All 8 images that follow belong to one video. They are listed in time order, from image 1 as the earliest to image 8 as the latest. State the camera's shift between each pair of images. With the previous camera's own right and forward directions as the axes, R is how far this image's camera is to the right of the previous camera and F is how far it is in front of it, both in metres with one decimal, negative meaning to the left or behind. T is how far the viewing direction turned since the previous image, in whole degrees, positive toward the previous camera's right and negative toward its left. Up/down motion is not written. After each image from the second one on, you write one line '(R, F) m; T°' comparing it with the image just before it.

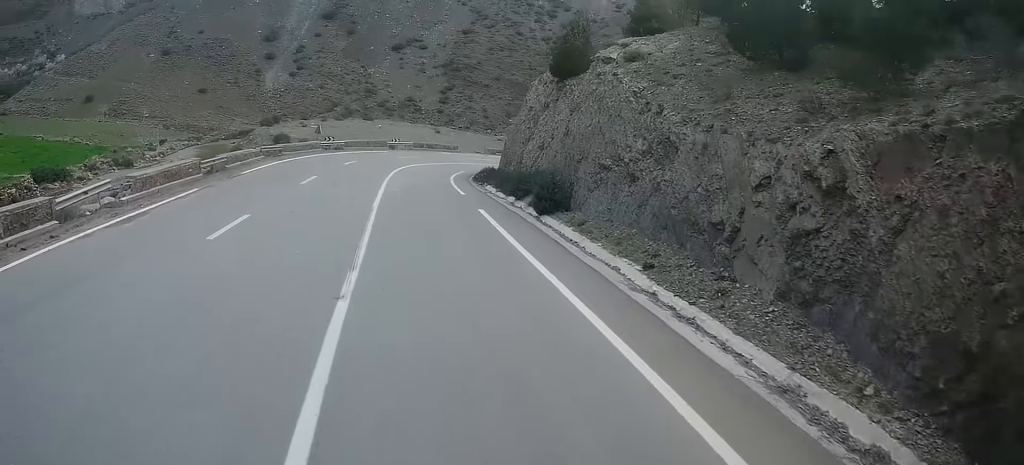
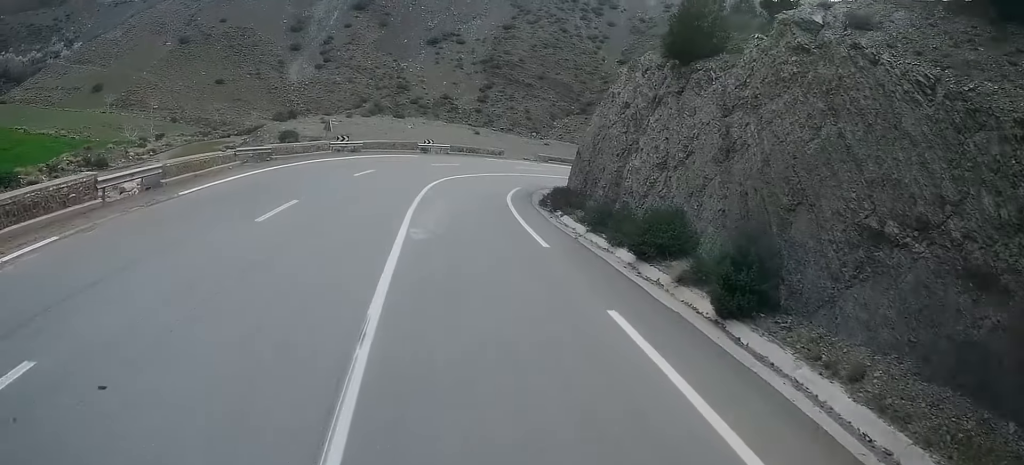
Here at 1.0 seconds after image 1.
(-0.7, +10.7) m; -7°
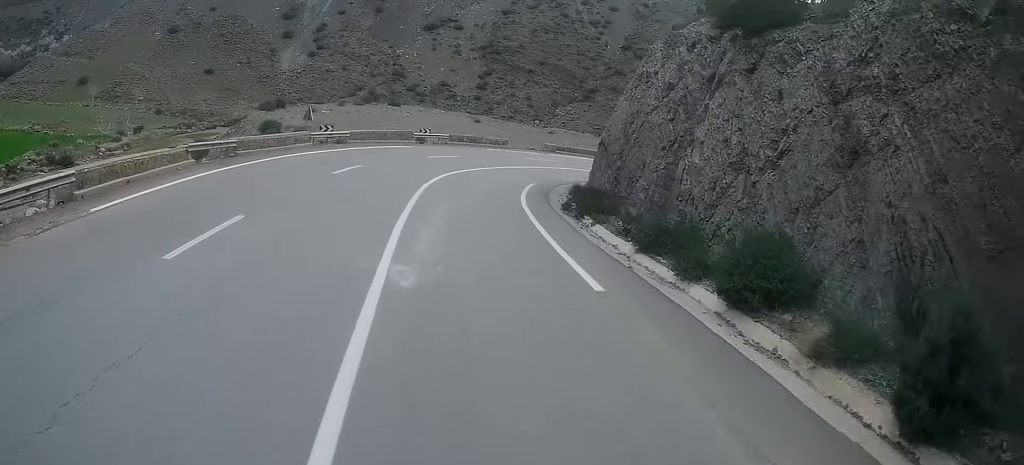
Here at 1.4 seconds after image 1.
(-0.4, +4.6) m; -1°
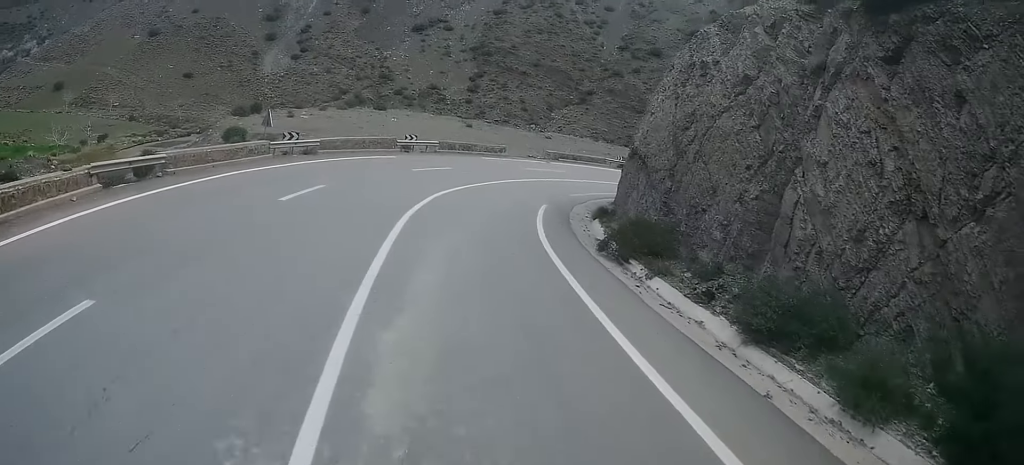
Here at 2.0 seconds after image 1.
(-0.1, +5.9) m; +1°
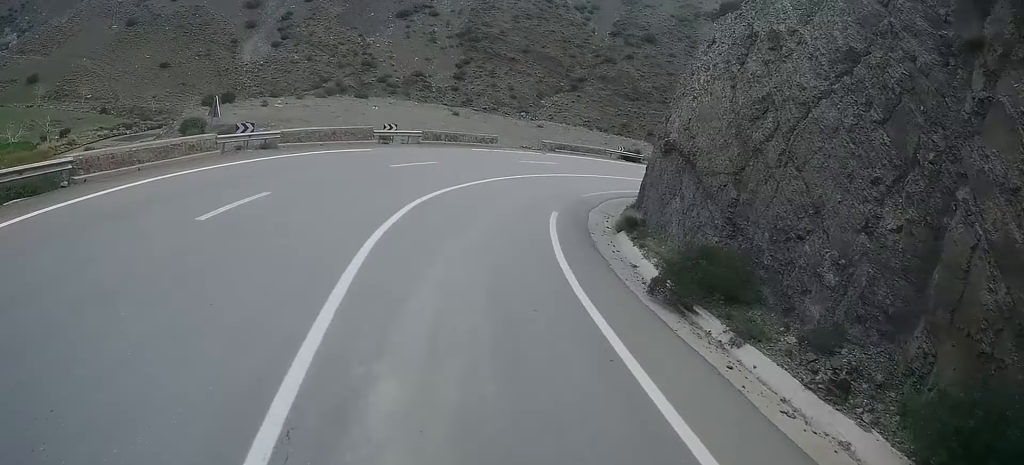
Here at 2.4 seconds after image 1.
(0.0, +4.6) m; +4°
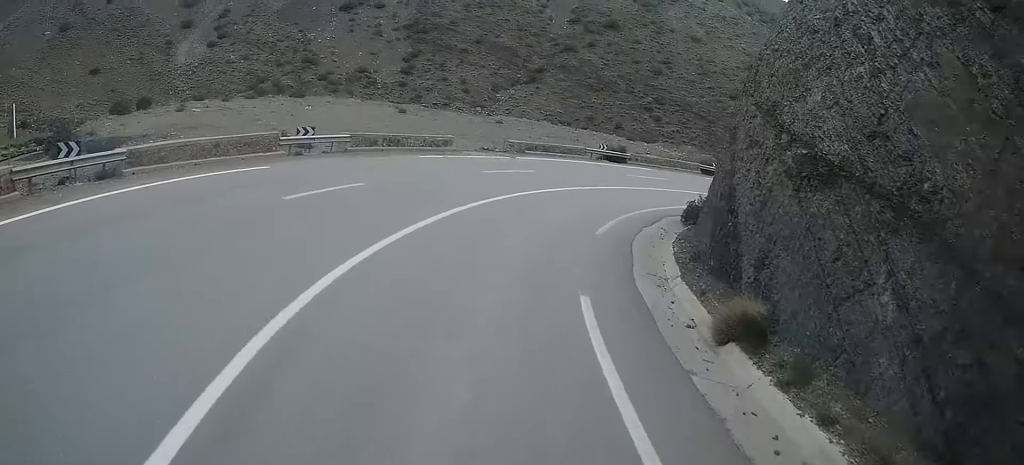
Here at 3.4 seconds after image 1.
(+0.8, +9.2) m; +9°
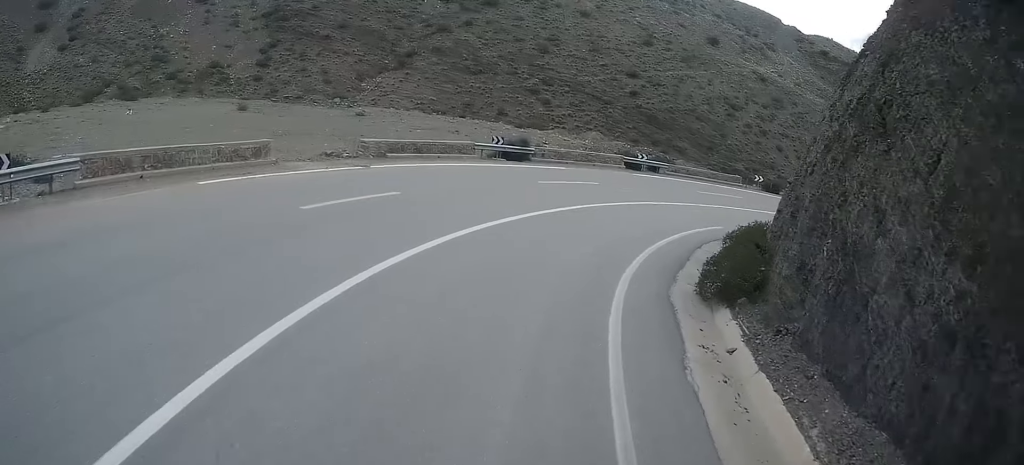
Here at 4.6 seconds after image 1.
(+1.1, +11.7) m; +14°
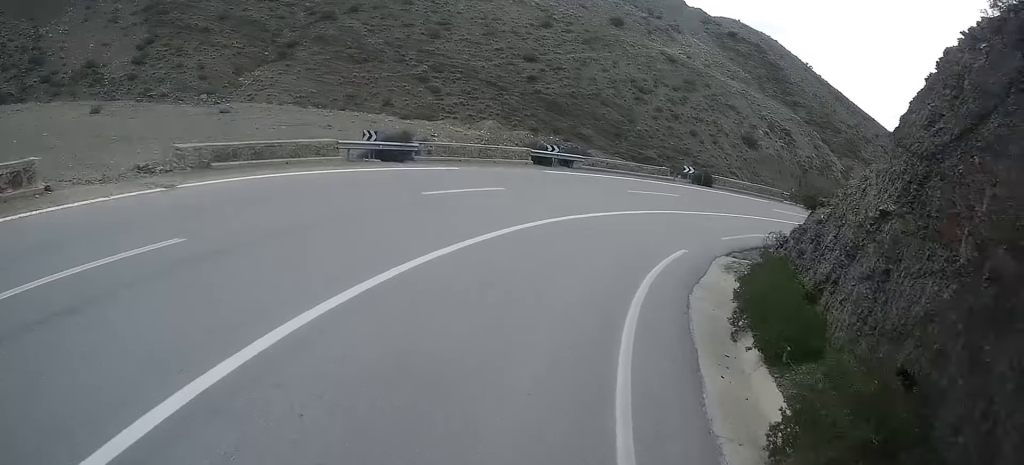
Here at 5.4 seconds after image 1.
(+0.8, +6.7) m; +8°
